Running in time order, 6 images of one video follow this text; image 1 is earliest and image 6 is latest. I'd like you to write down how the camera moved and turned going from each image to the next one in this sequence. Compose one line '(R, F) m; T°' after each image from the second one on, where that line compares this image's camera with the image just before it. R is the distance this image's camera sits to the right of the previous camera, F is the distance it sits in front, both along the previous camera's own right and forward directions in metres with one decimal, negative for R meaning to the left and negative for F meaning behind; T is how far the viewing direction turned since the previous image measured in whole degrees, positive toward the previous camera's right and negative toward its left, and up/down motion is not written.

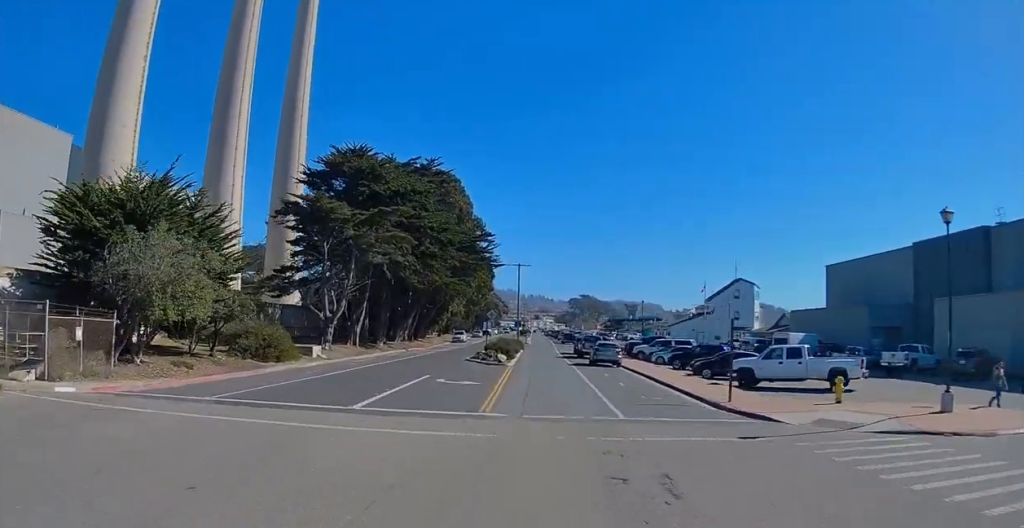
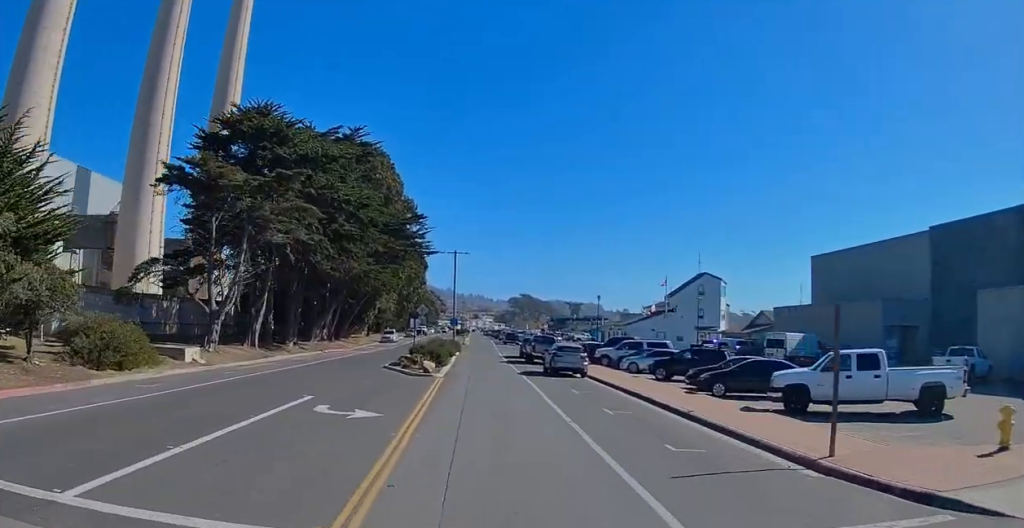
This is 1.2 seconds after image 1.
(+0.3, +11.5) m; +4°
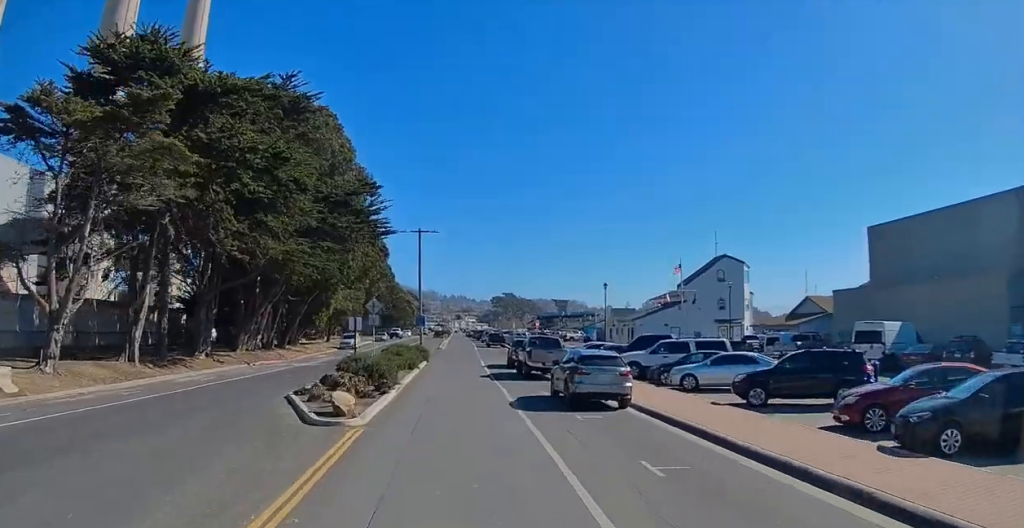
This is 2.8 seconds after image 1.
(+0.5, +14.5) m; 0°
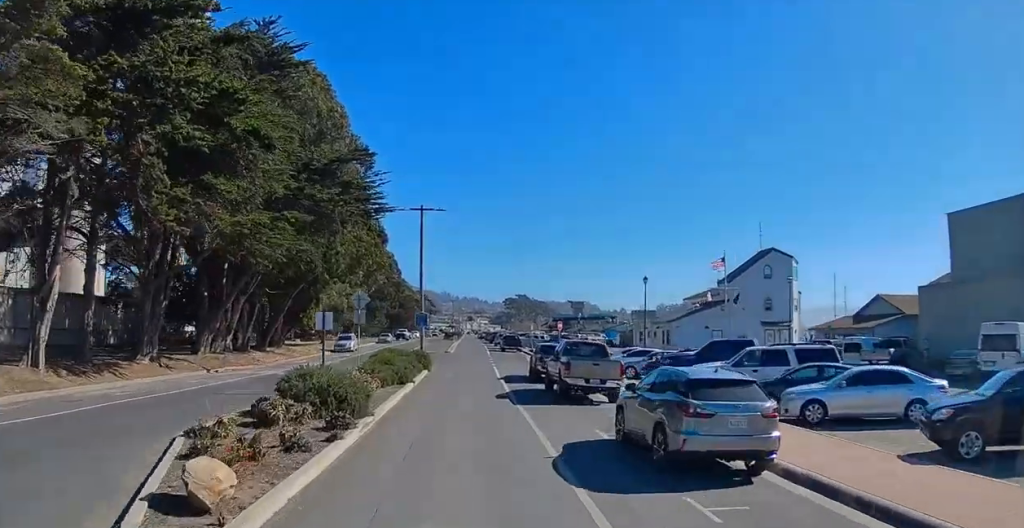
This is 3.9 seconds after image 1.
(-0.2, +9.2) m; -1°
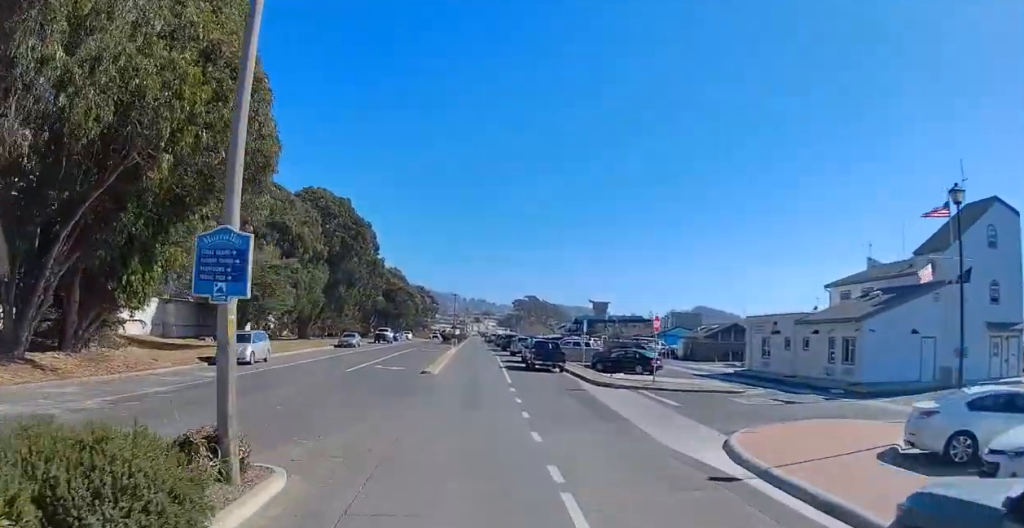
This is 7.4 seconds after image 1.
(-0.1, +30.3) m; -1°
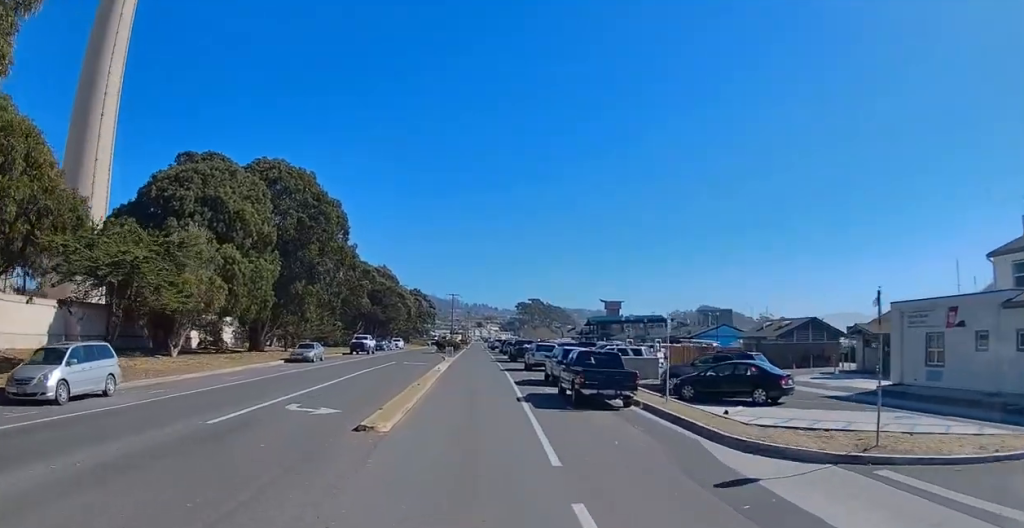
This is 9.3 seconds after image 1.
(-0.3, +16.2) m; -9°
